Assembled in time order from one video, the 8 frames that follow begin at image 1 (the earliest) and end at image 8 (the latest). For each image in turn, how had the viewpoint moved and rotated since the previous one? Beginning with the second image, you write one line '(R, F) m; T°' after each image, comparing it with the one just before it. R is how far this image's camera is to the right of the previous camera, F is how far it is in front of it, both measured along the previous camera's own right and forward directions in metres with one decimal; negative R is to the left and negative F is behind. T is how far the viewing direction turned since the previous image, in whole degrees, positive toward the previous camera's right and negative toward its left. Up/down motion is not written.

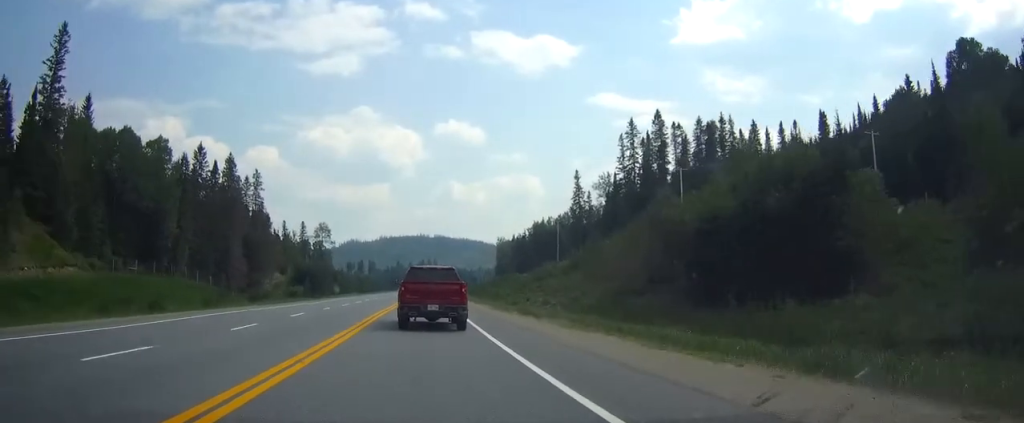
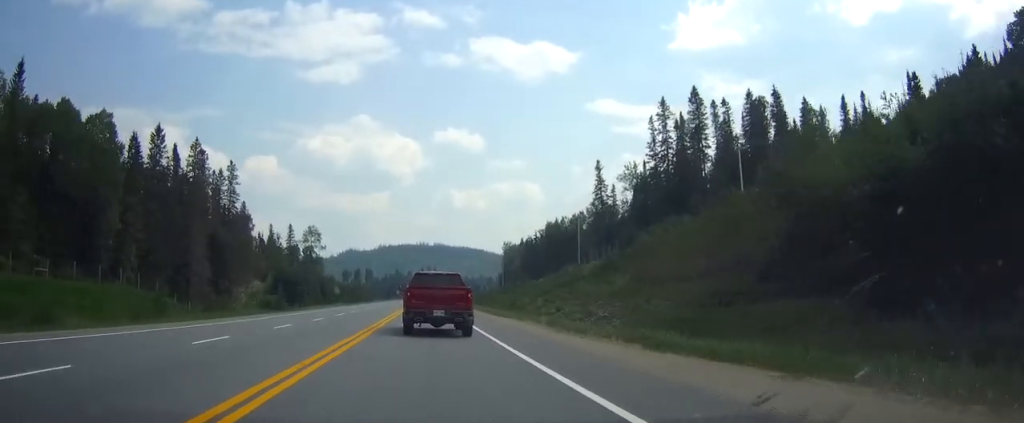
(0.0, +21.8) m; 0°
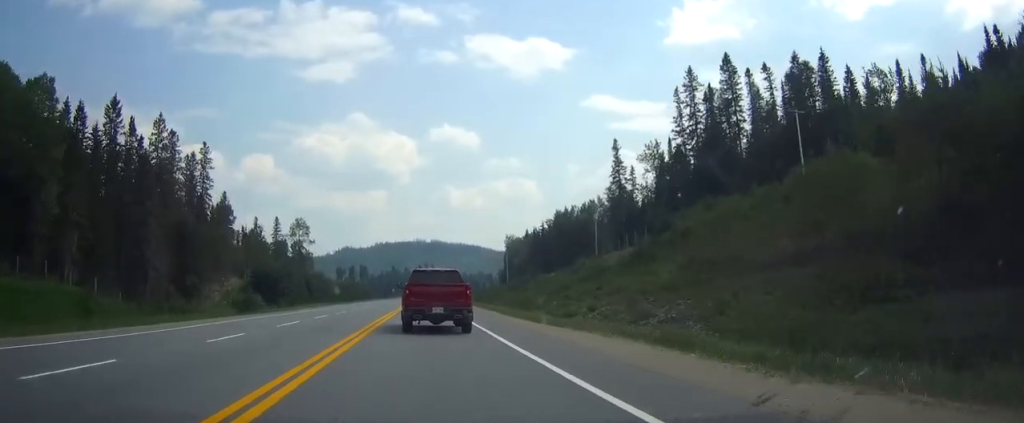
(0.0, +16.4) m; 0°
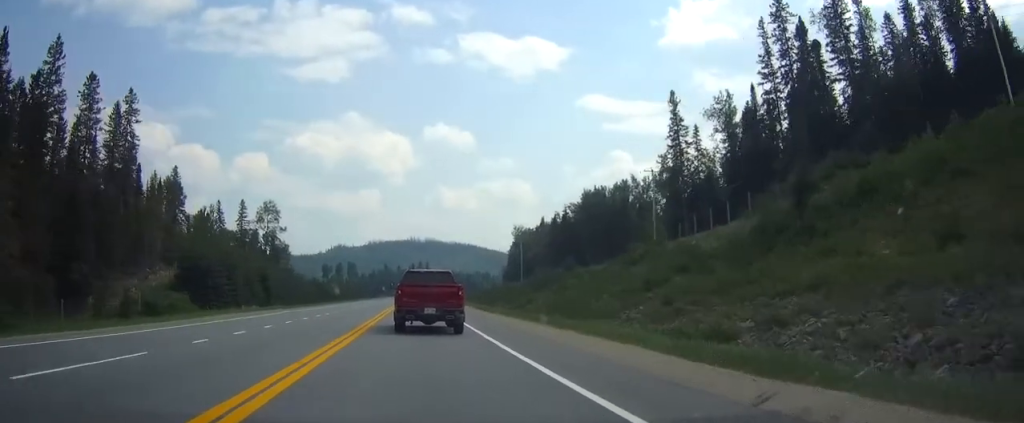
(+0.1, +34.4) m; 0°
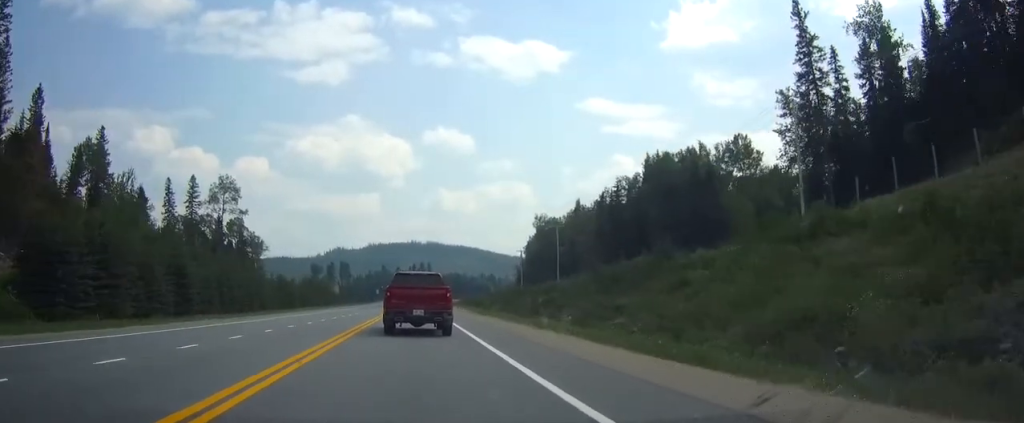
(0.0, +37.9) m; 0°
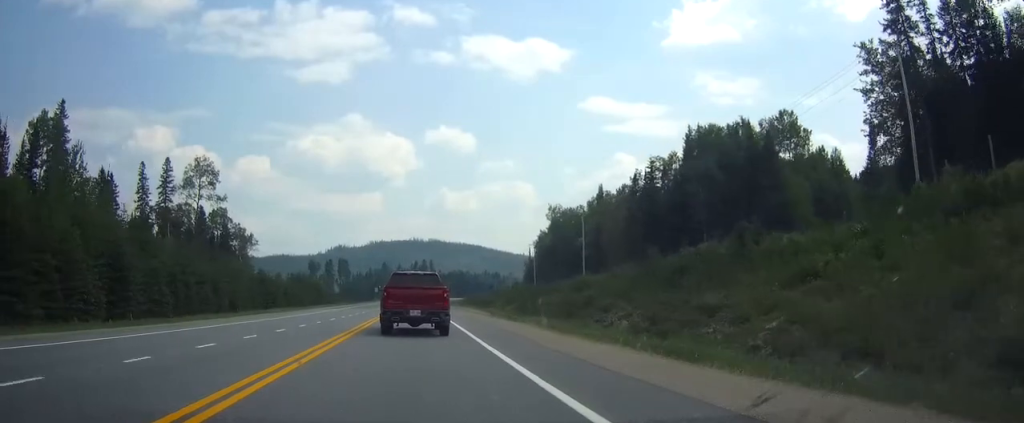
(0.0, +15.3) m; 0°
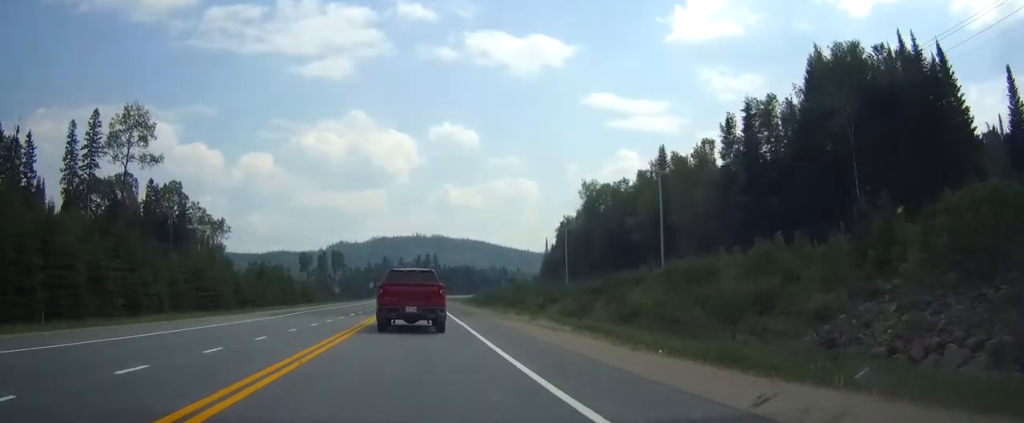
(0.0, +29.7) m; 0°
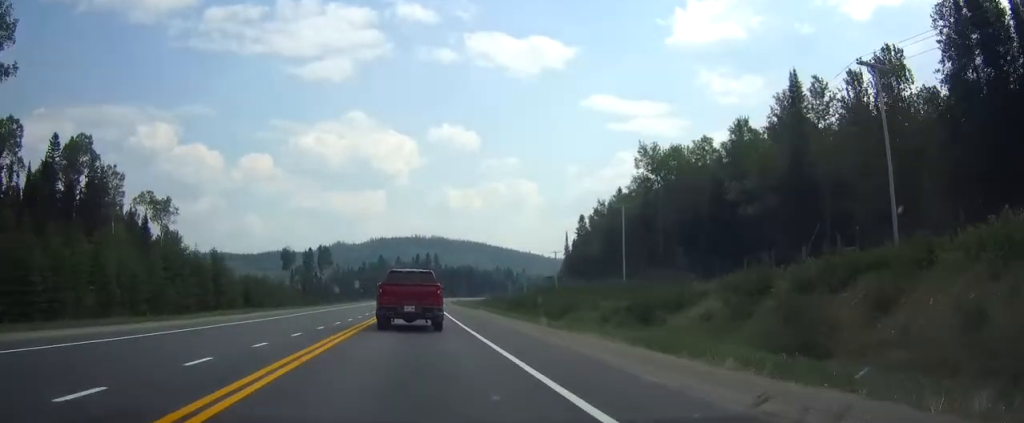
(0.0, +34.9) m; 0°
